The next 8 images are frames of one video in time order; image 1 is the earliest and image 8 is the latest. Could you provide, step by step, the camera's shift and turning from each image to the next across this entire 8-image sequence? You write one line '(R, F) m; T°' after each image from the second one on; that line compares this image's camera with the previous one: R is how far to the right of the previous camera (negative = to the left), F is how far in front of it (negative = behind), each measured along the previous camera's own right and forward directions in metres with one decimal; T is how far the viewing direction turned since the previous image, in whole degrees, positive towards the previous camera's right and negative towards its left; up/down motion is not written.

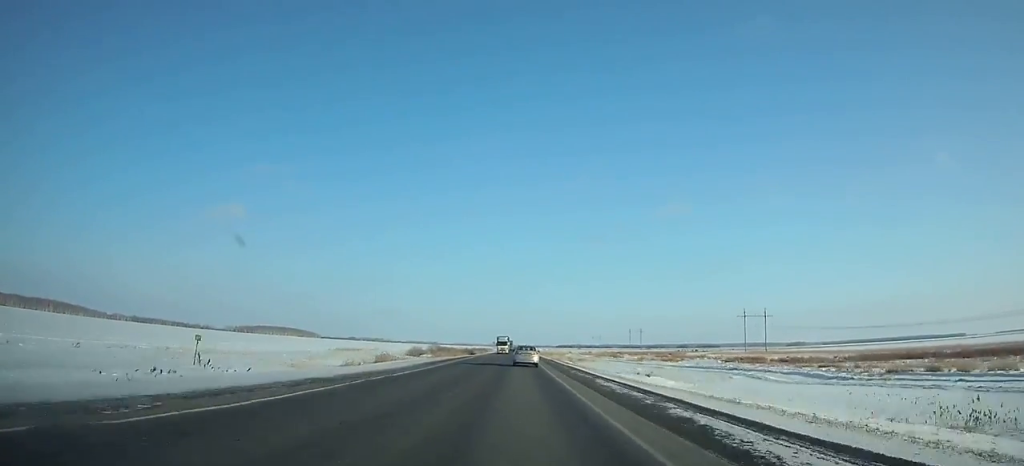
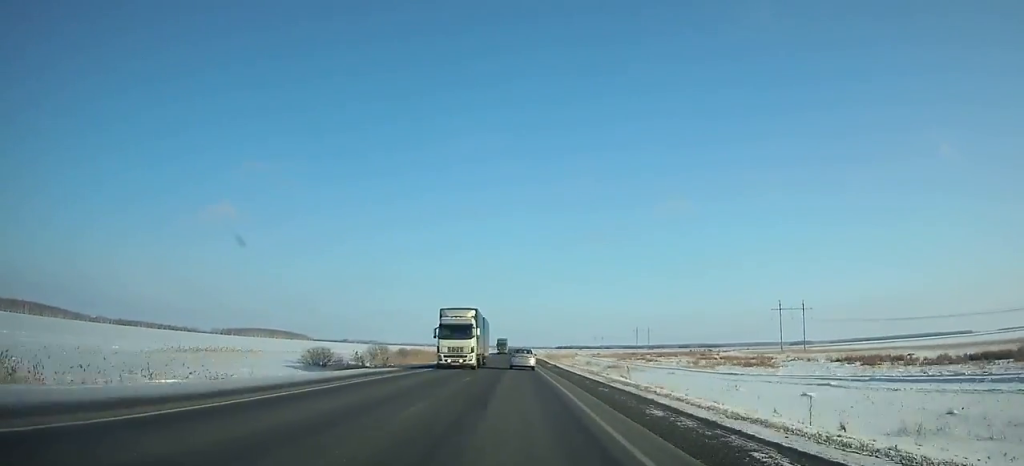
(0.0, +51.2) m; 0°
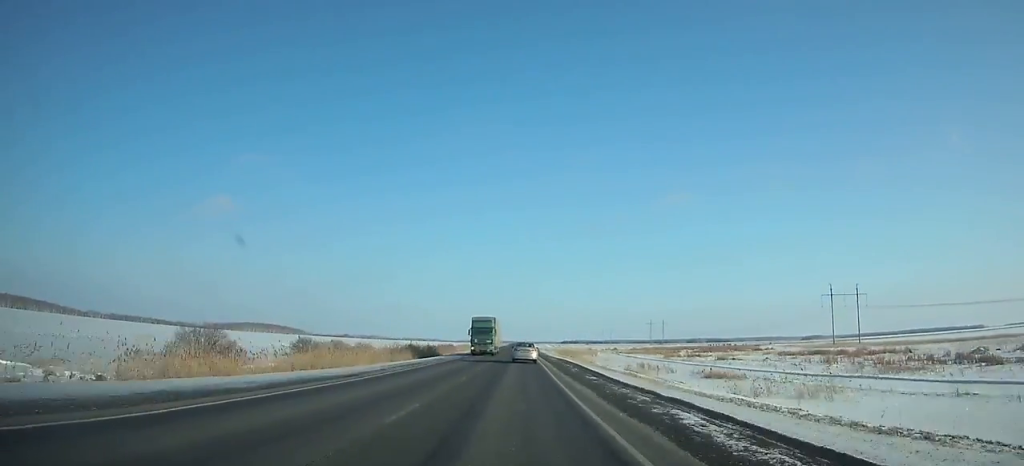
(0.0, +48.7) m; 0°
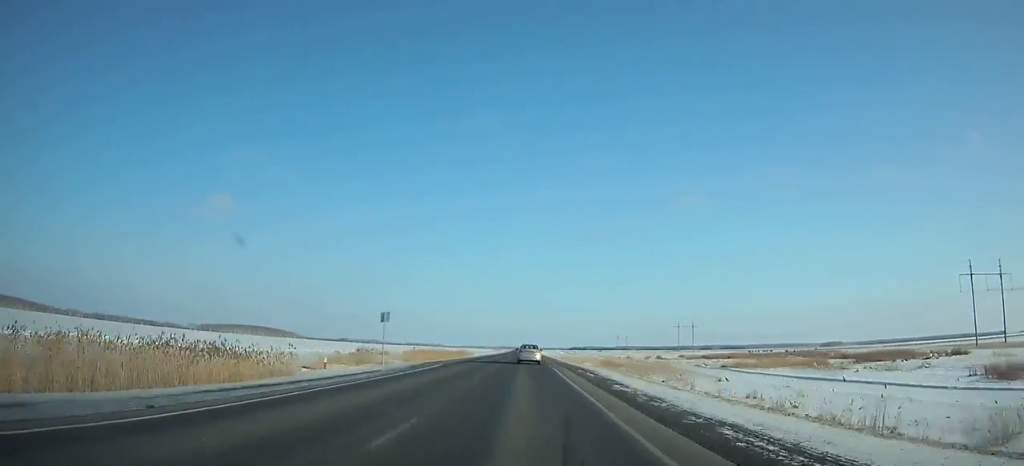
(-0.4, +87.3) m; 0°
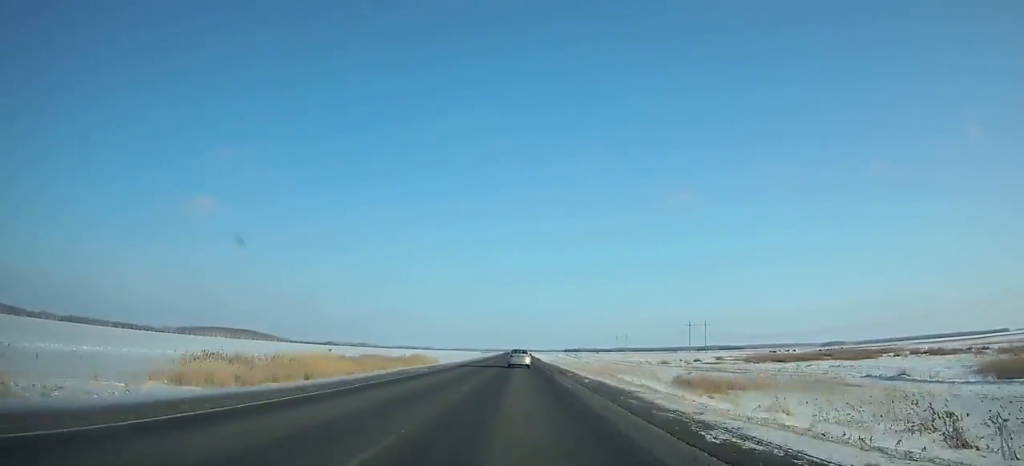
(+0.2, +58.5) m; 0°
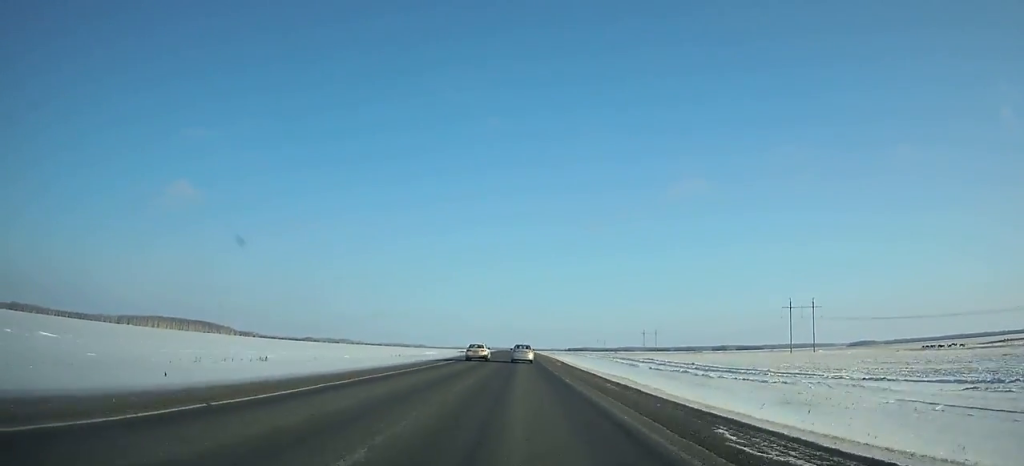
(+0.5, +180.2) m; 0°
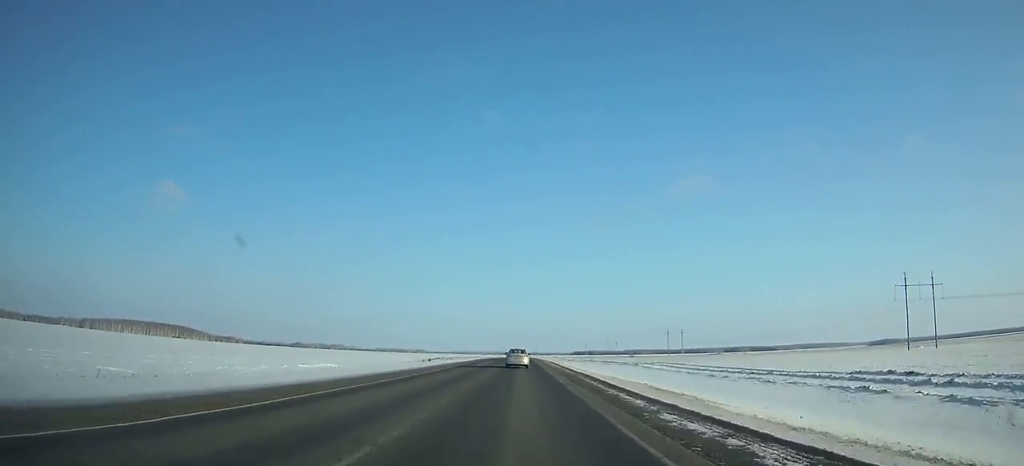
(-0.2, +93.4) m; 0°
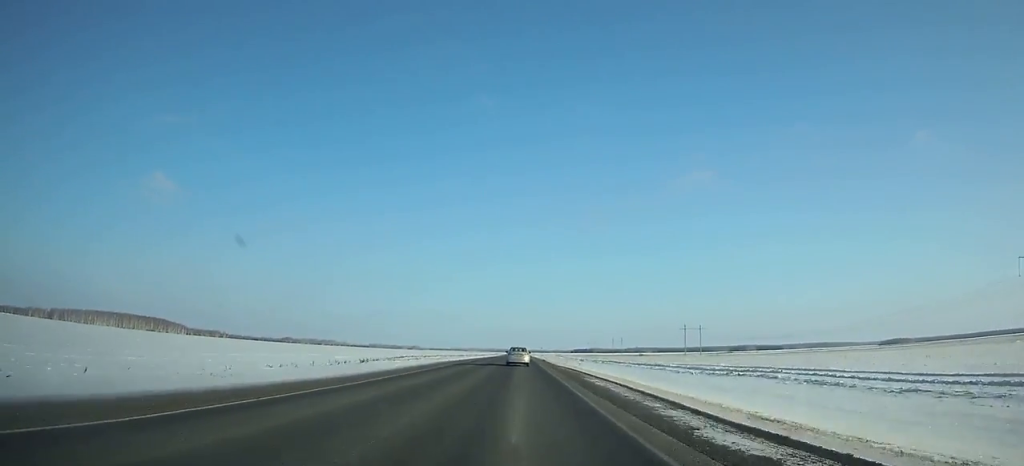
(0.0, +61.4) m; 0°
